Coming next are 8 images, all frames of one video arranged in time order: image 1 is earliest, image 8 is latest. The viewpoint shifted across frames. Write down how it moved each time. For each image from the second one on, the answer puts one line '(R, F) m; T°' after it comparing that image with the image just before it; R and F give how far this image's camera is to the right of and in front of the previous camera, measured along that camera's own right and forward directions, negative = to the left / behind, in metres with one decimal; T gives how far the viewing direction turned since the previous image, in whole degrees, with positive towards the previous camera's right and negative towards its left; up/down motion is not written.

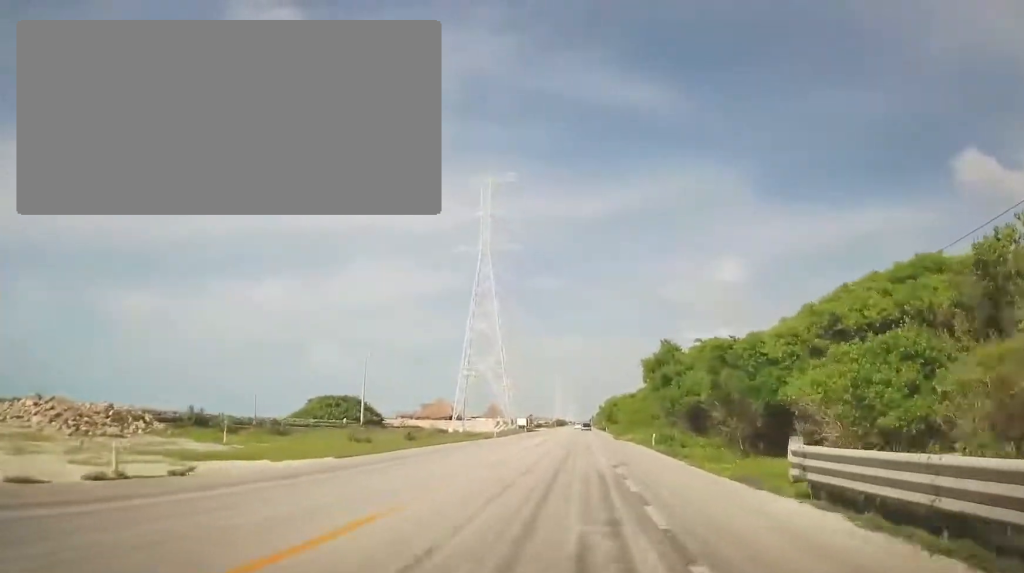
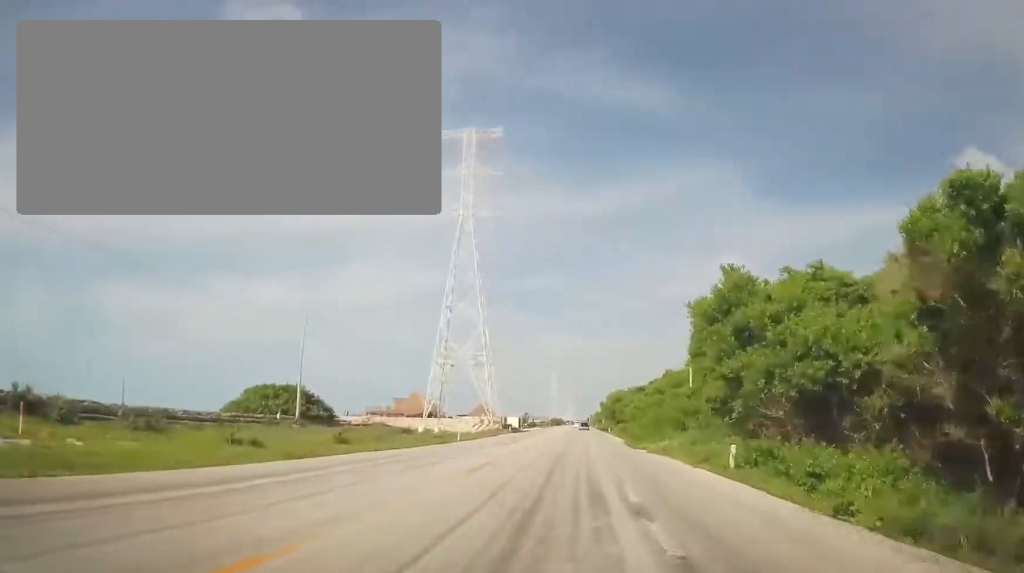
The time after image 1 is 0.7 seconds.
(-0.1, +17.8) m; 0°
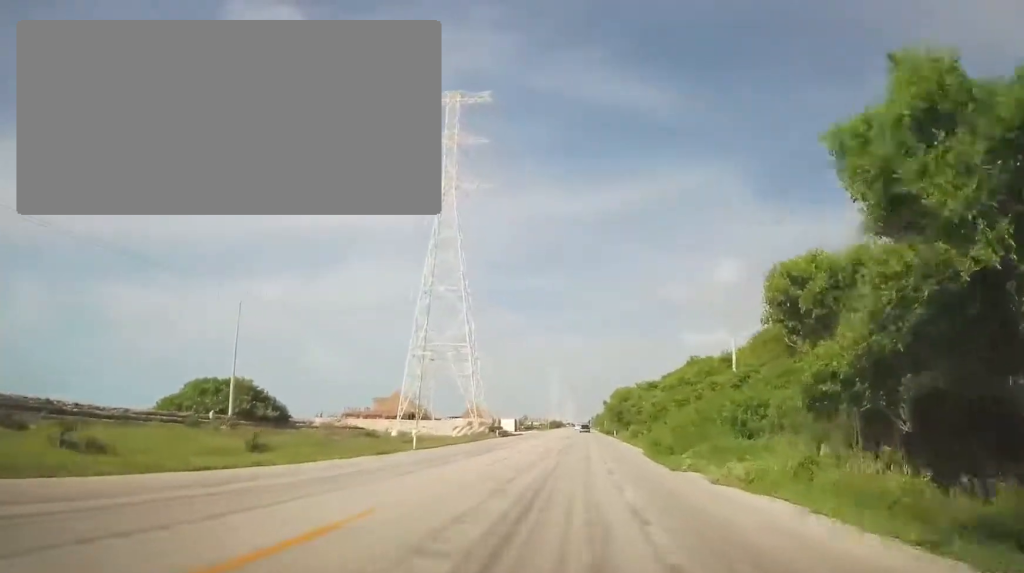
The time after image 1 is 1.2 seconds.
(0.0, +12.7) m; 0°
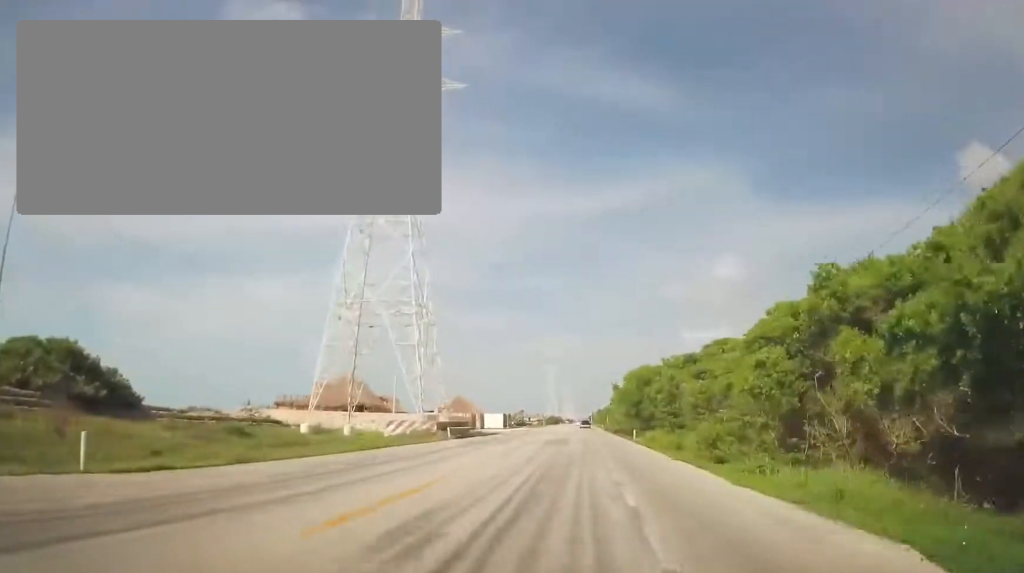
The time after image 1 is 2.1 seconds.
(+0.1, +24.9) m; +1°
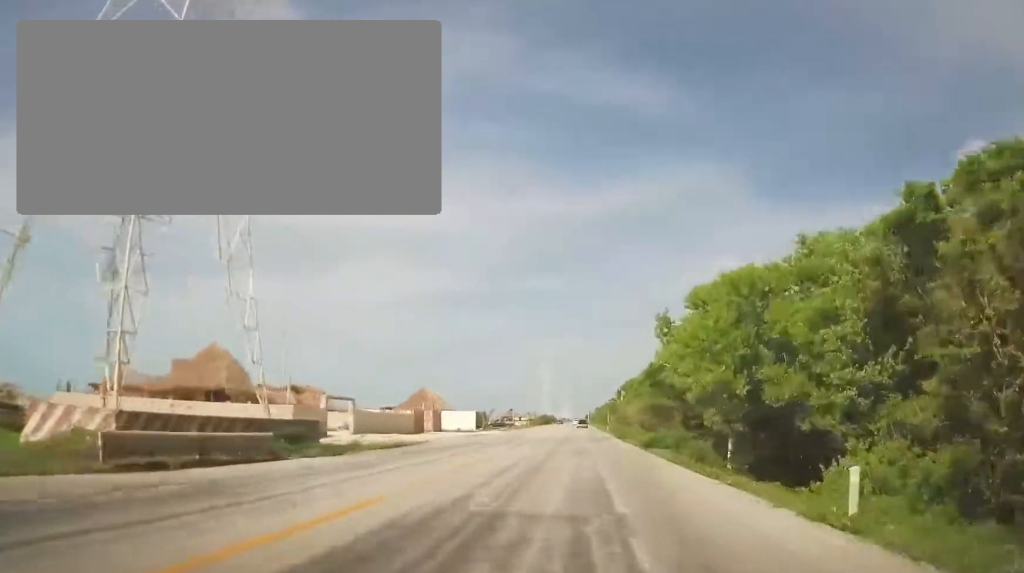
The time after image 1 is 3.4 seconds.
(+0.4, +33.5) m; 0°
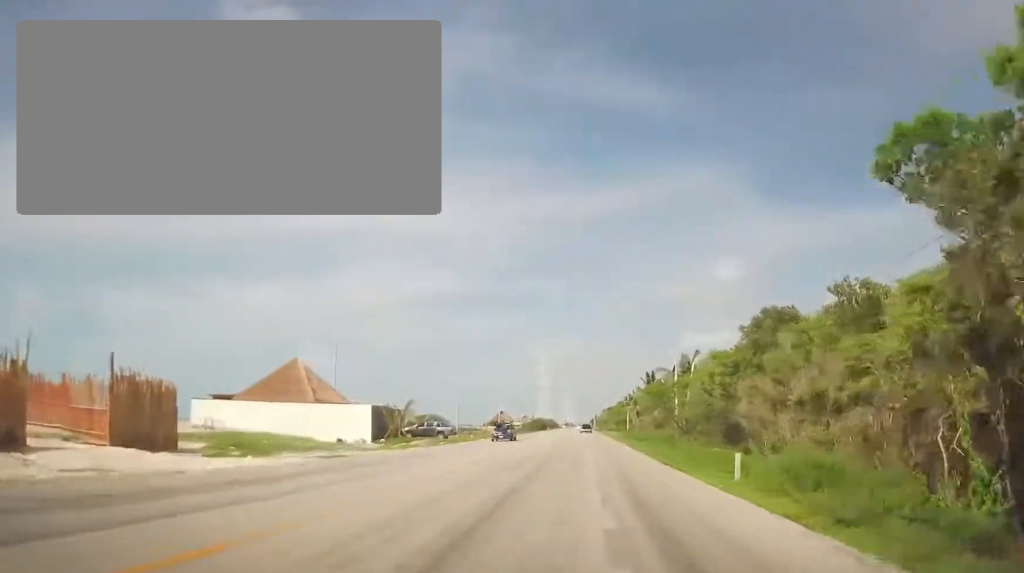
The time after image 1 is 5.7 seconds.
(-0.1, +58.2) m; 0°
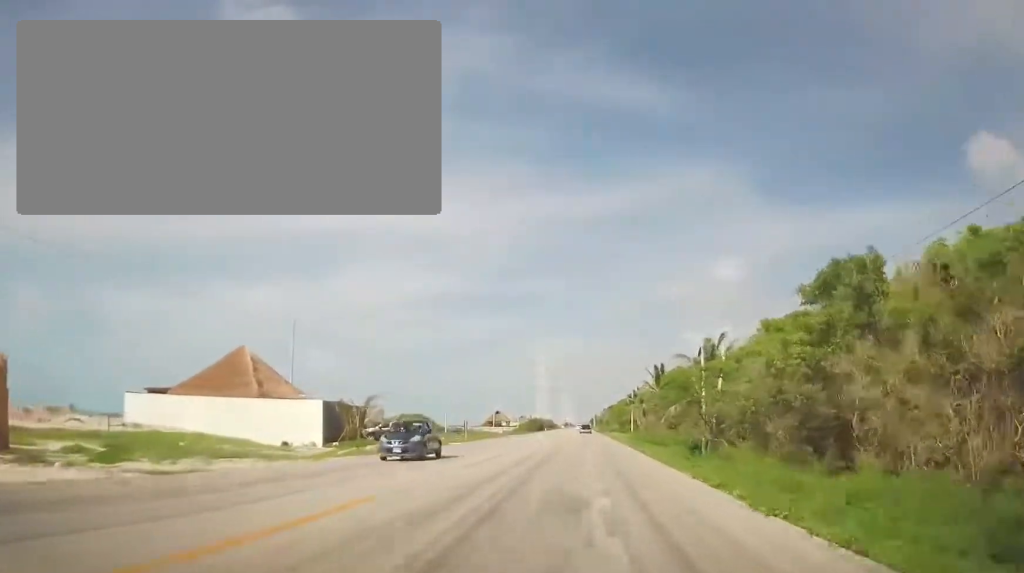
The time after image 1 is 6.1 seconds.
(-0.2, +10.9) m; 0°
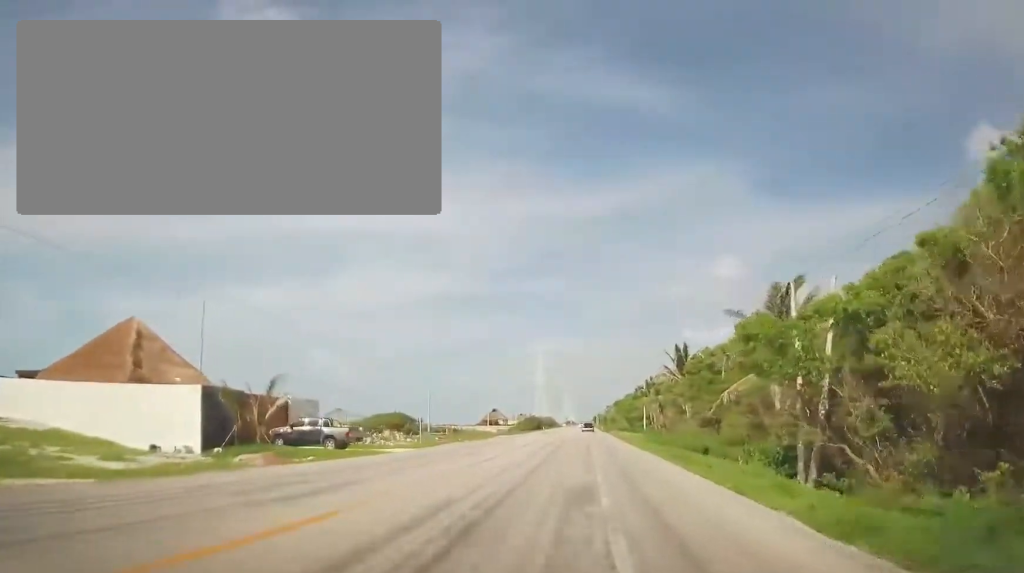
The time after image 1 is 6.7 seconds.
(-0.2, +16.1) m; -1°
